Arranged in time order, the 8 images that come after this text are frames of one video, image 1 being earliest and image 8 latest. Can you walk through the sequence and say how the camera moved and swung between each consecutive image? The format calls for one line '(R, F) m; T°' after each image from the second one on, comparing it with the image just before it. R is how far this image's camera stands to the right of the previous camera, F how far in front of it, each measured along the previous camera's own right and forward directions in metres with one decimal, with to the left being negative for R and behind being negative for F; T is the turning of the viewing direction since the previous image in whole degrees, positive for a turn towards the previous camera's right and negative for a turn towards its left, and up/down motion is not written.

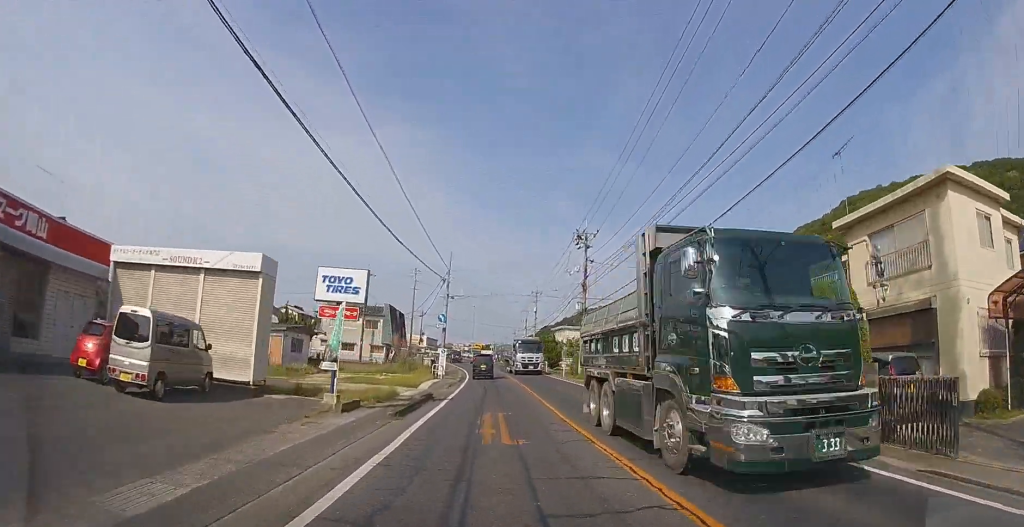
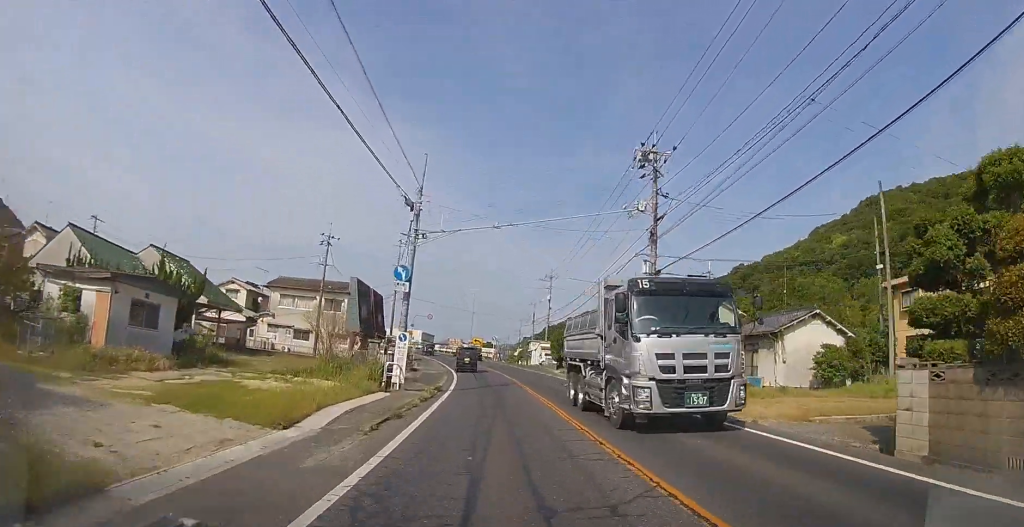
(0.0, +15.8) m; 0°
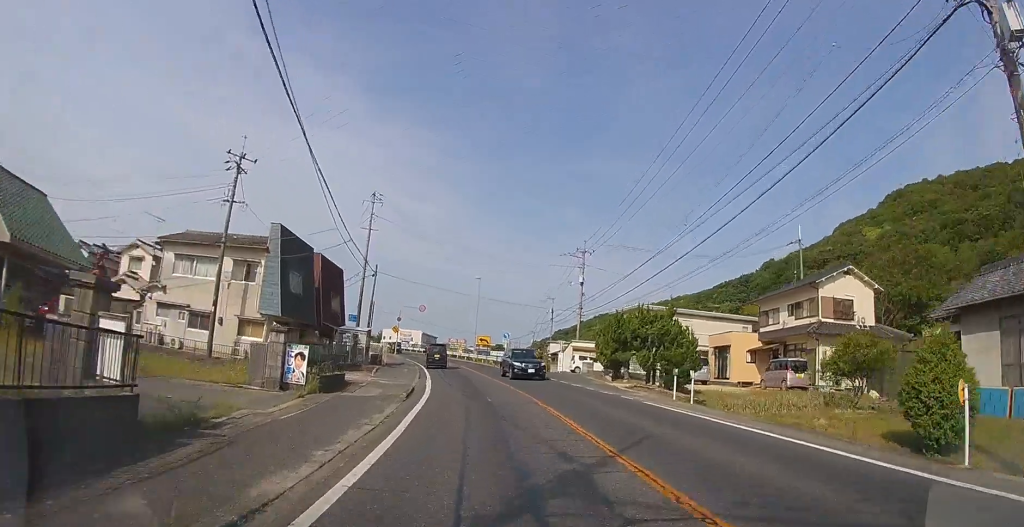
(0.0, +17.7) m; -1°
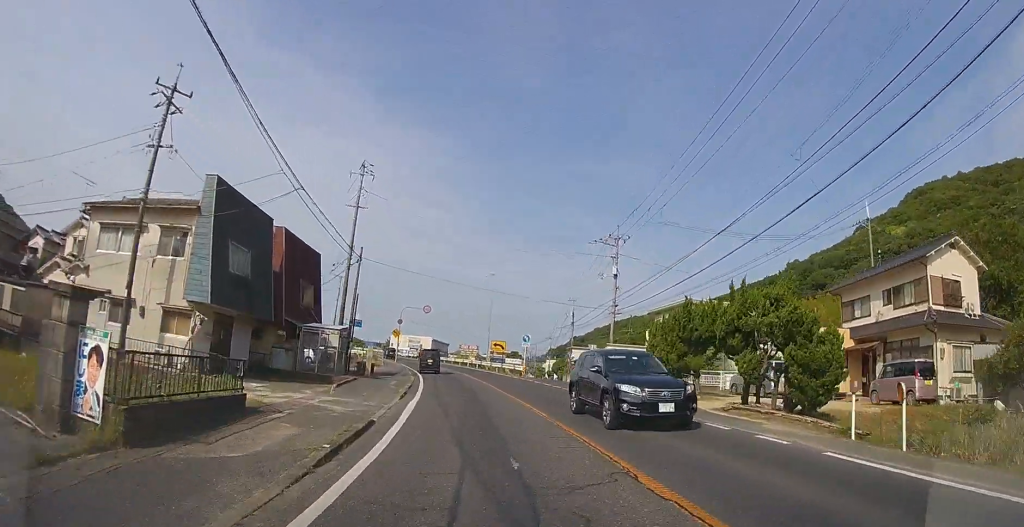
(-0.1, +8.2) m; -2°
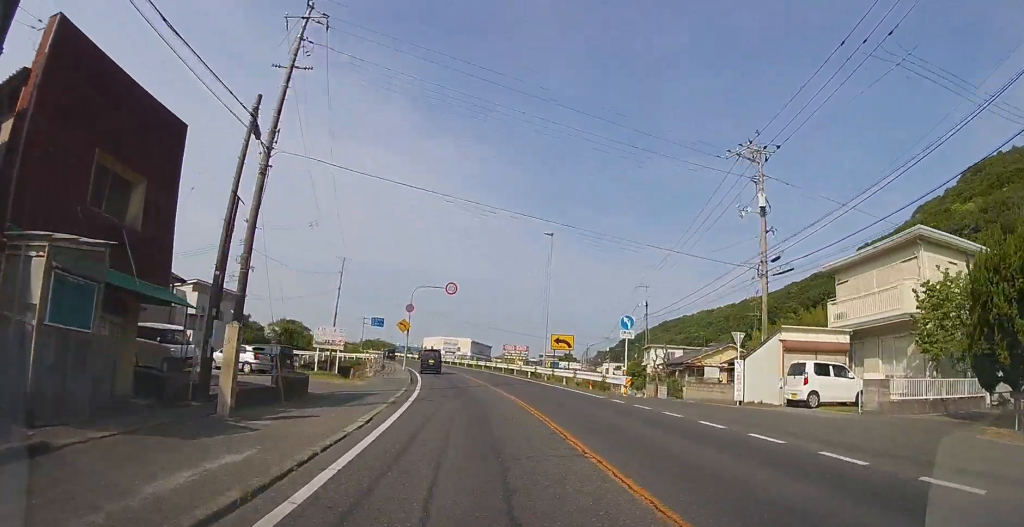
(-0.6, +17.7) m; -5°
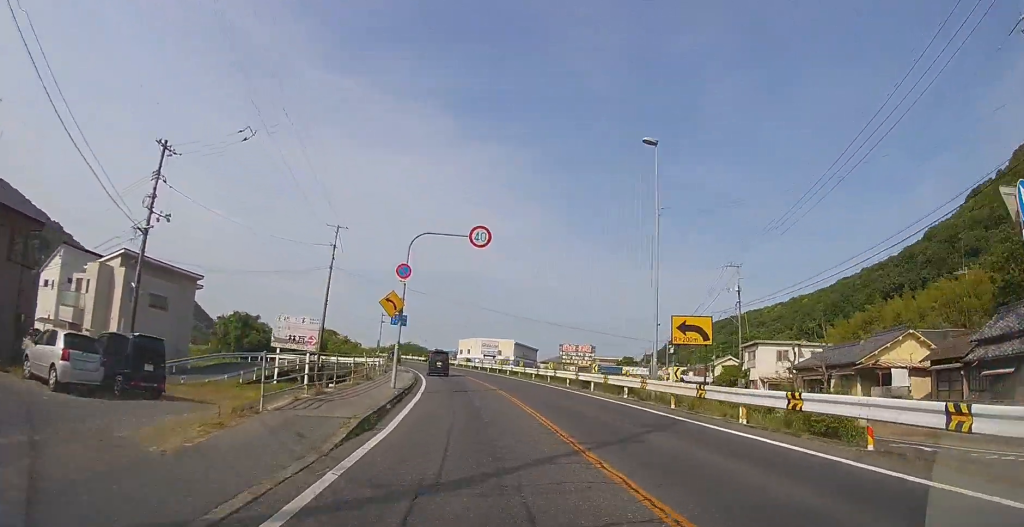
(-0.6, +15.7) m; -5°
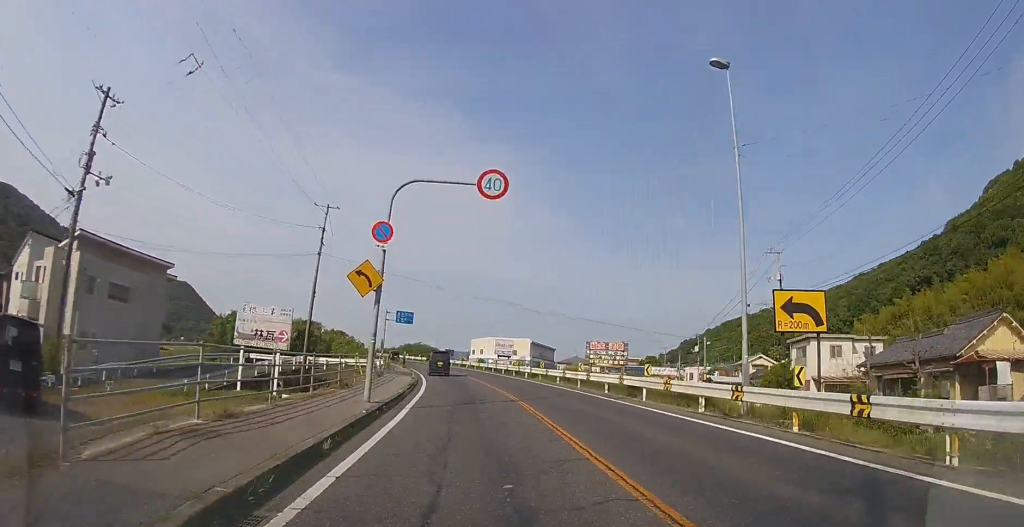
(-0.1, +5.6) m; -2°
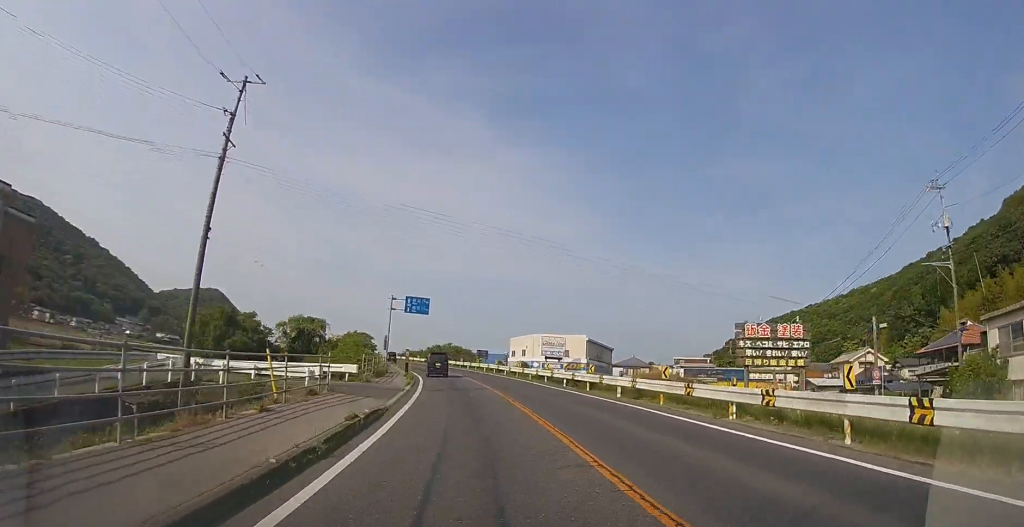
(-0.9, +17.6) m; -5°
